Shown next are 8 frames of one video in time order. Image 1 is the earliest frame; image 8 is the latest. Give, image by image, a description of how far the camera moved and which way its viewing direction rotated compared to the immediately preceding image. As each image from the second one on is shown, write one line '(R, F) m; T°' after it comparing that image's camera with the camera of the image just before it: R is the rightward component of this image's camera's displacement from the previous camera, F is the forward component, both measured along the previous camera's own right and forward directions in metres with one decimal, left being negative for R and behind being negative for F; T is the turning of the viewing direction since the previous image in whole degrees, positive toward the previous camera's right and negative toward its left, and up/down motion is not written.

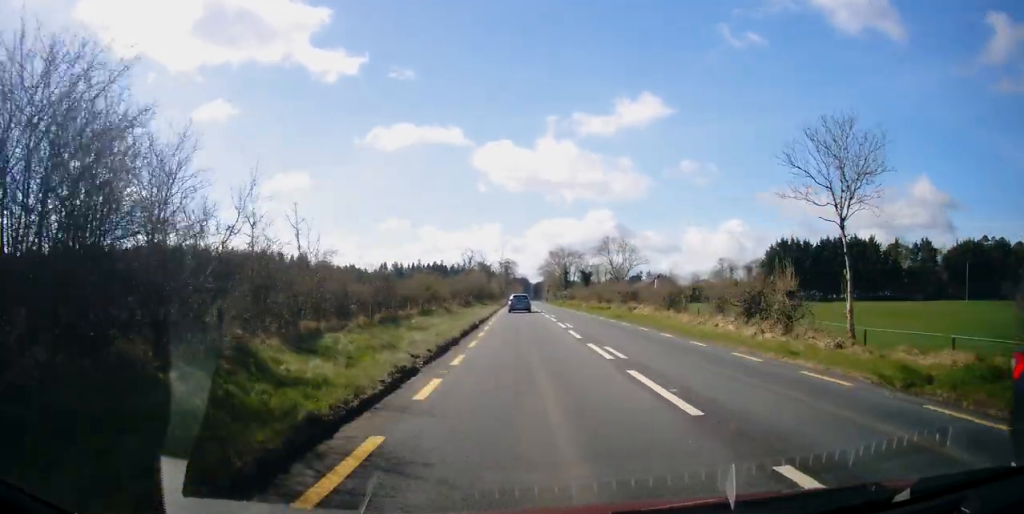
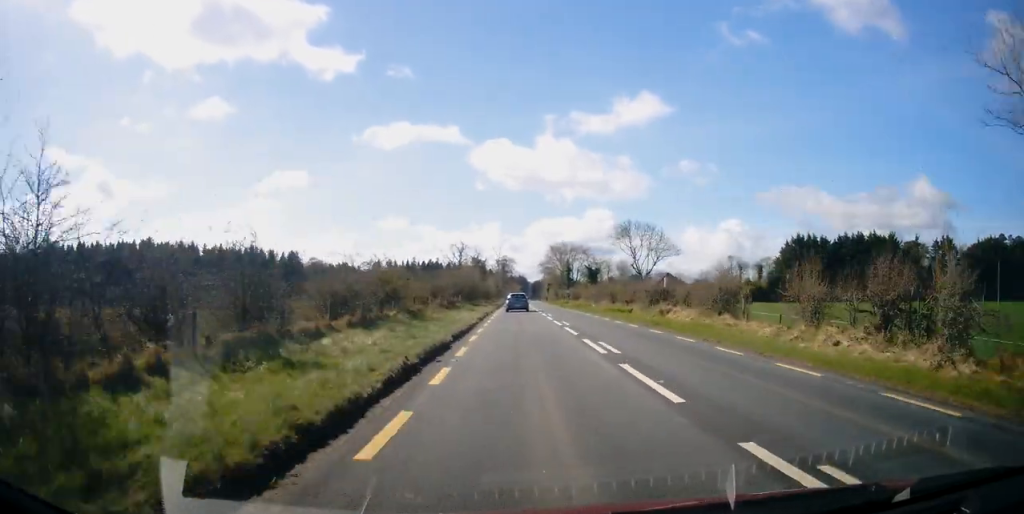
(+0.2, +11.0) m; +1°
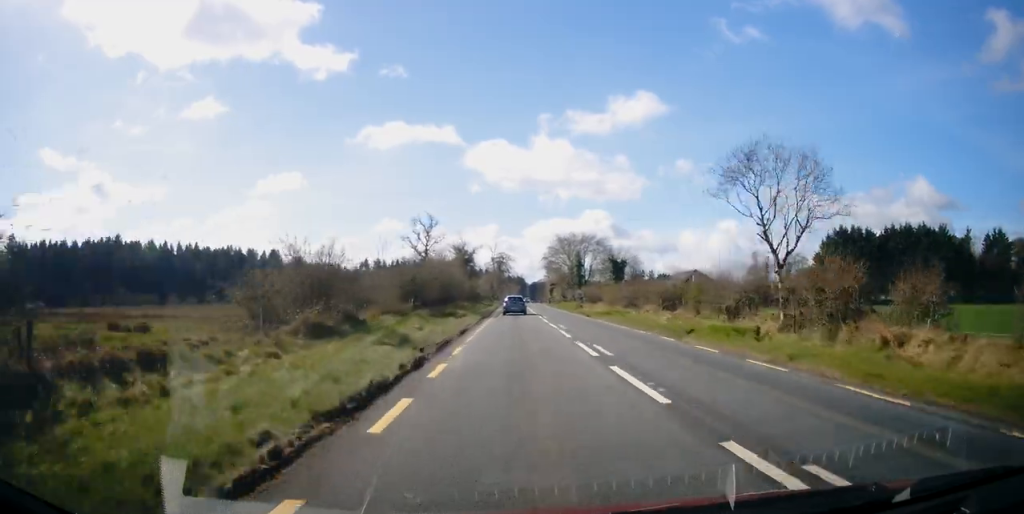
(-0.1, +23.5) m; 0°
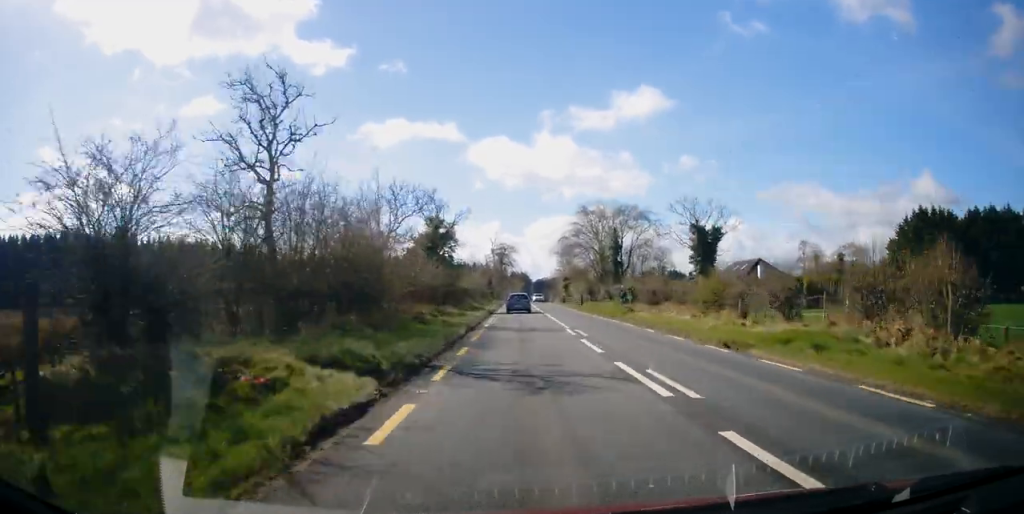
(0.0, +29.2) m; 0°
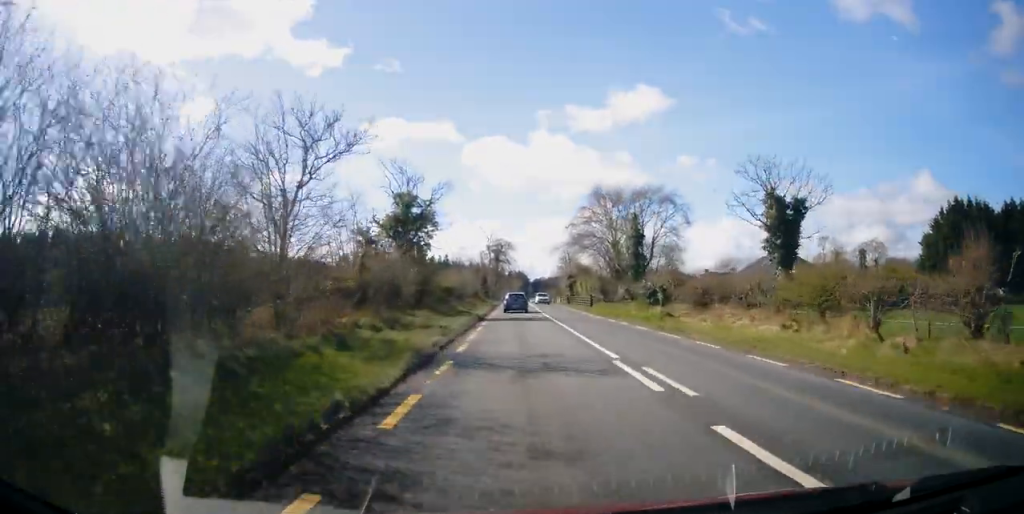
(0.0, +11.5) m; 0°
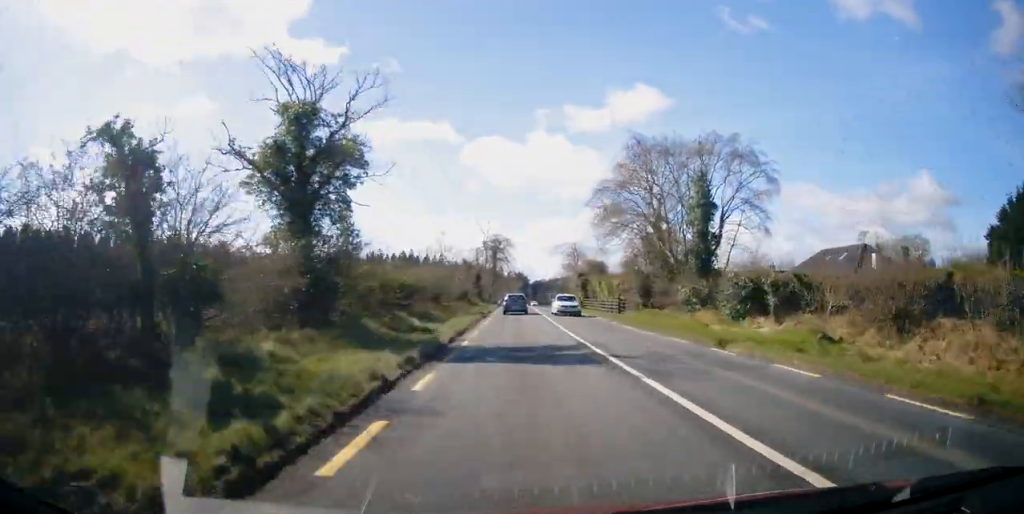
(+0.1, +17.8) m; 0°
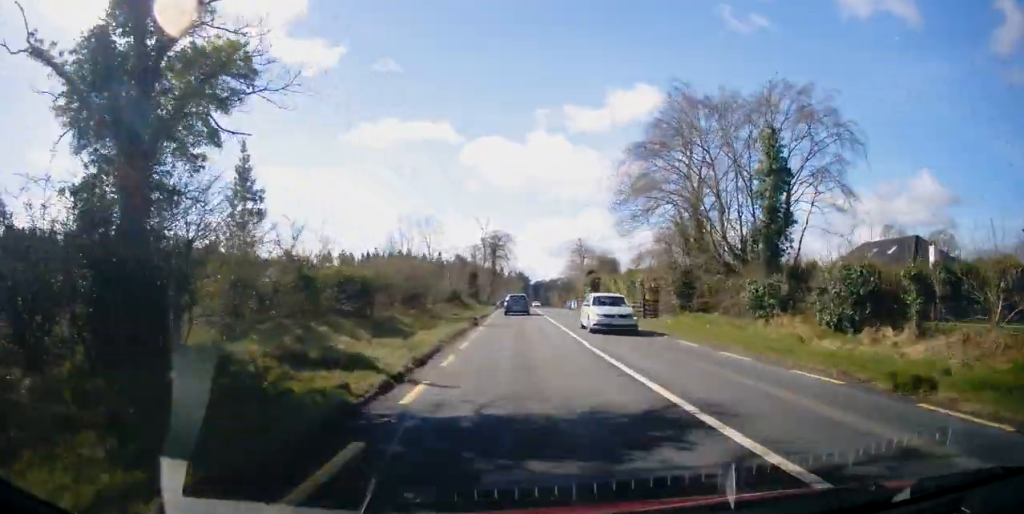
(-0.1, +9.0) m; 0°
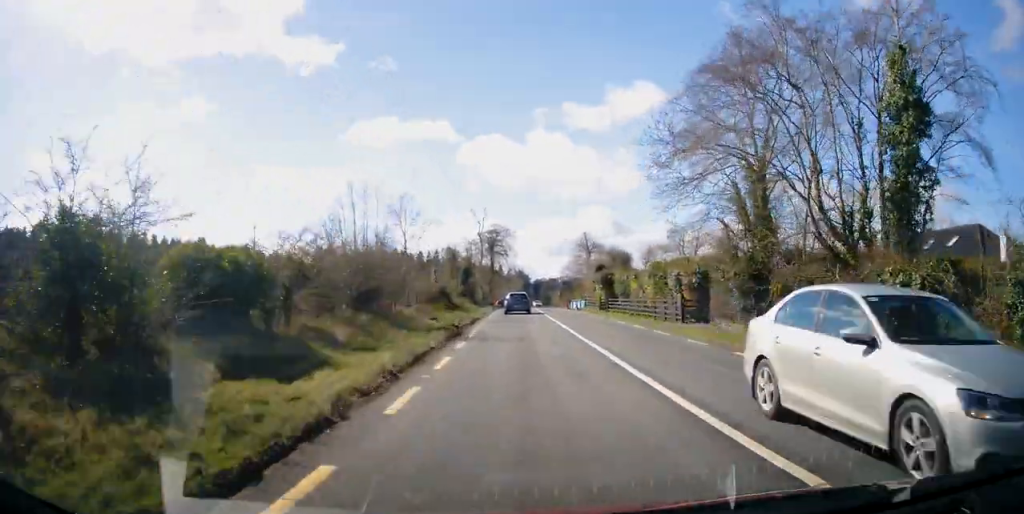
(0.0, +9.0) m; 0°
